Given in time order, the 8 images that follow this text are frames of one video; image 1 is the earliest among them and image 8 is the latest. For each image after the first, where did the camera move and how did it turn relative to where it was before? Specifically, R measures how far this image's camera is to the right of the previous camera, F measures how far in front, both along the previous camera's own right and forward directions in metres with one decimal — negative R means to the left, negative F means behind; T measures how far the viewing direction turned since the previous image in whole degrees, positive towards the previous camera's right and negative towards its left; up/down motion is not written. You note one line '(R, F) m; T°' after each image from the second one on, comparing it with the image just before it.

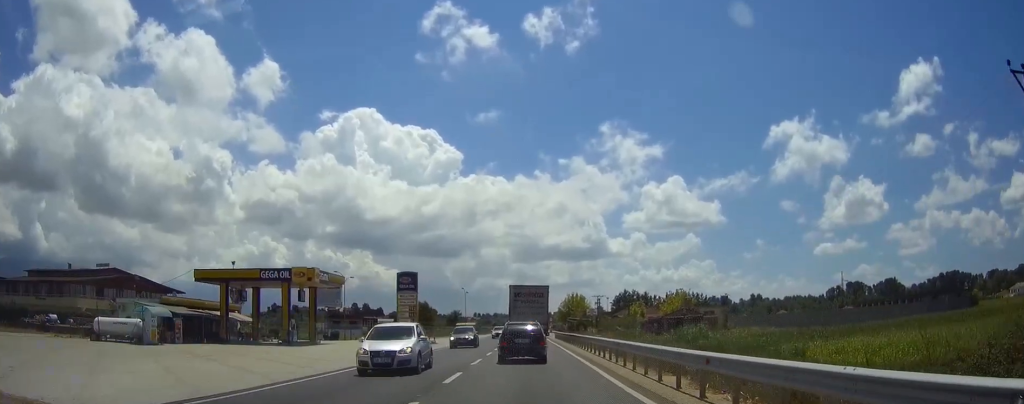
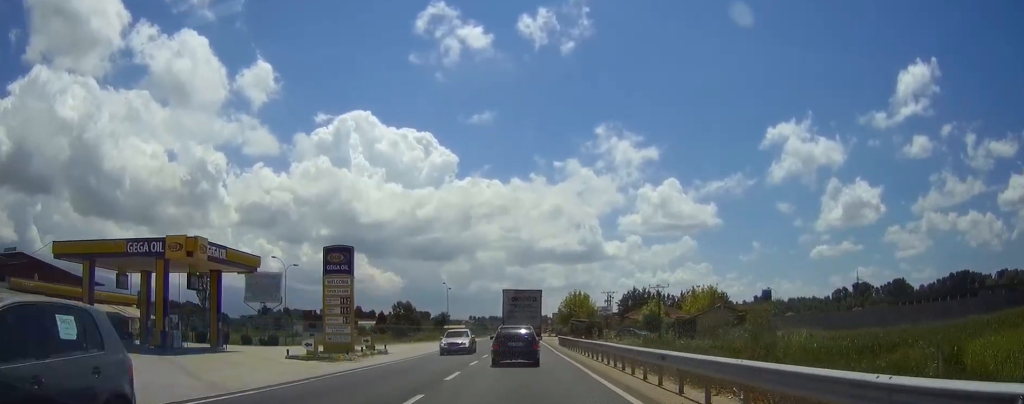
(0.0, +20.9) m; 0°
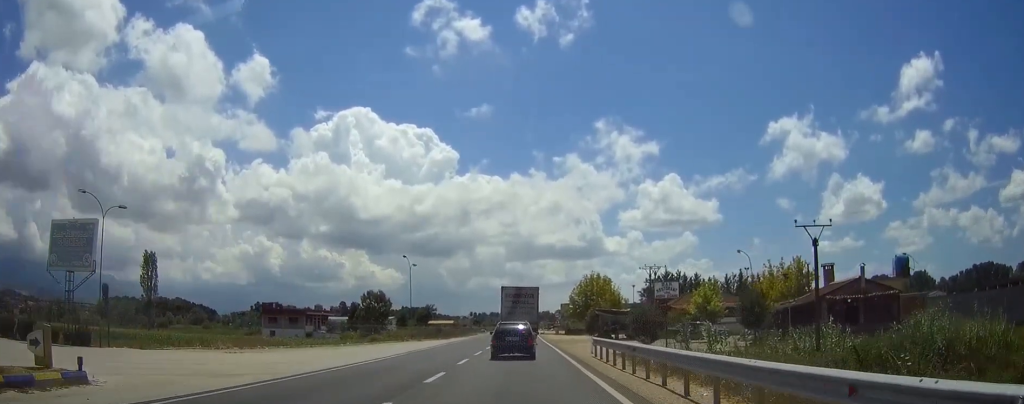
(0.0, +32.8) m; 0°
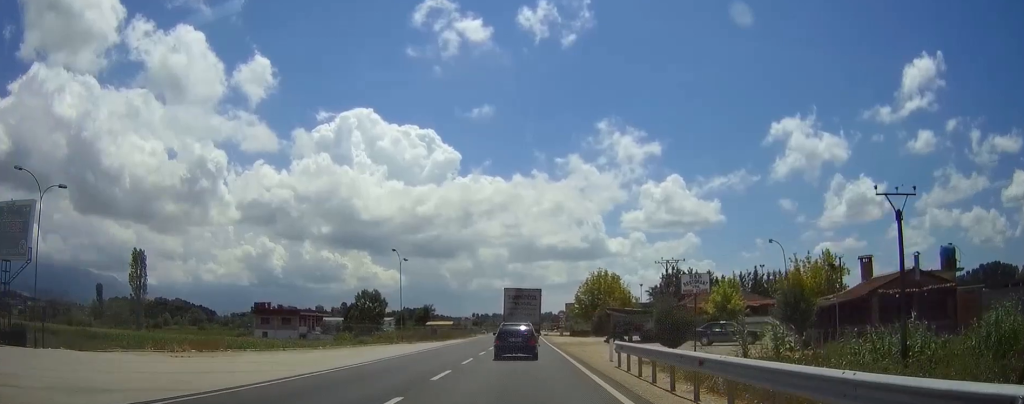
(0.0, +6.6) m; 0°
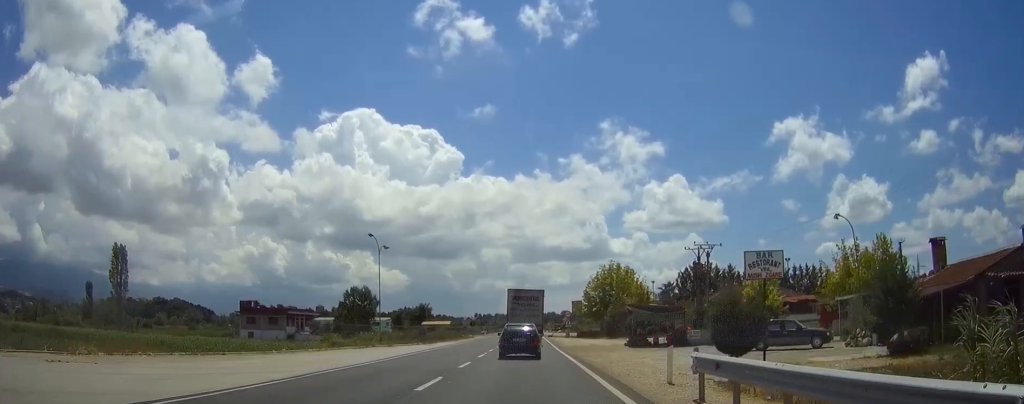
(0.0, +10.0) m; 0°
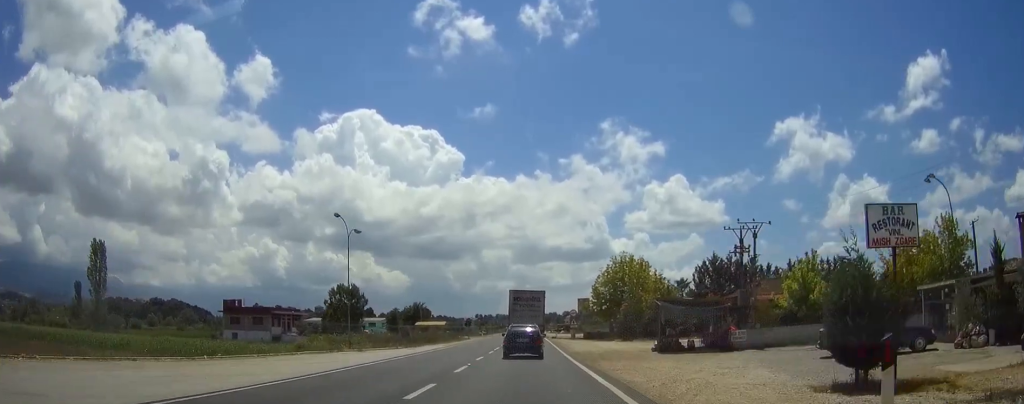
(0.0, +9.5) m; 0°
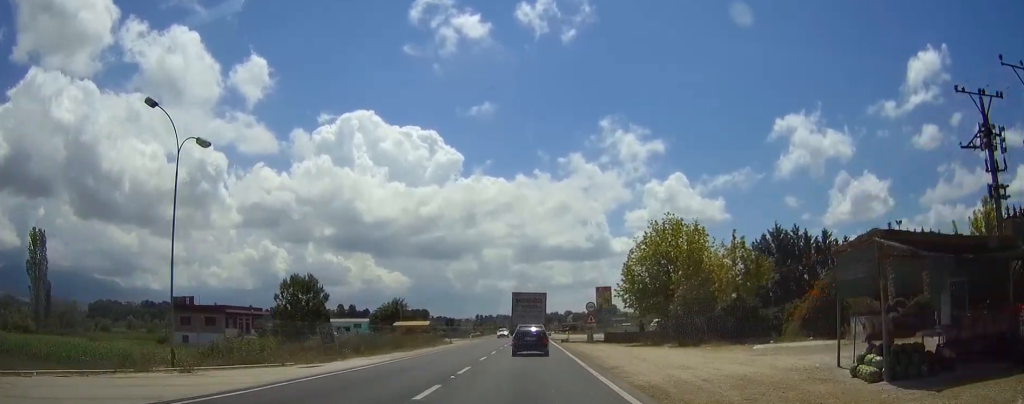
(0.0, +22.4) m; 0°
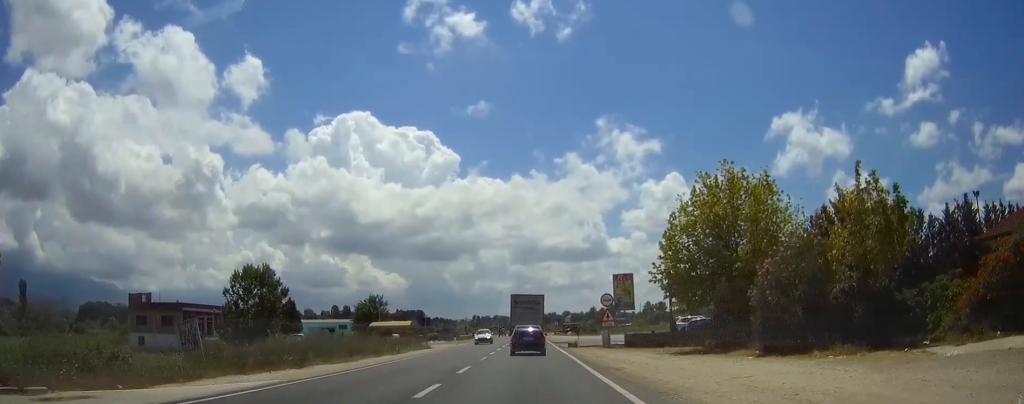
(0.0, +14.9) m; 0°
